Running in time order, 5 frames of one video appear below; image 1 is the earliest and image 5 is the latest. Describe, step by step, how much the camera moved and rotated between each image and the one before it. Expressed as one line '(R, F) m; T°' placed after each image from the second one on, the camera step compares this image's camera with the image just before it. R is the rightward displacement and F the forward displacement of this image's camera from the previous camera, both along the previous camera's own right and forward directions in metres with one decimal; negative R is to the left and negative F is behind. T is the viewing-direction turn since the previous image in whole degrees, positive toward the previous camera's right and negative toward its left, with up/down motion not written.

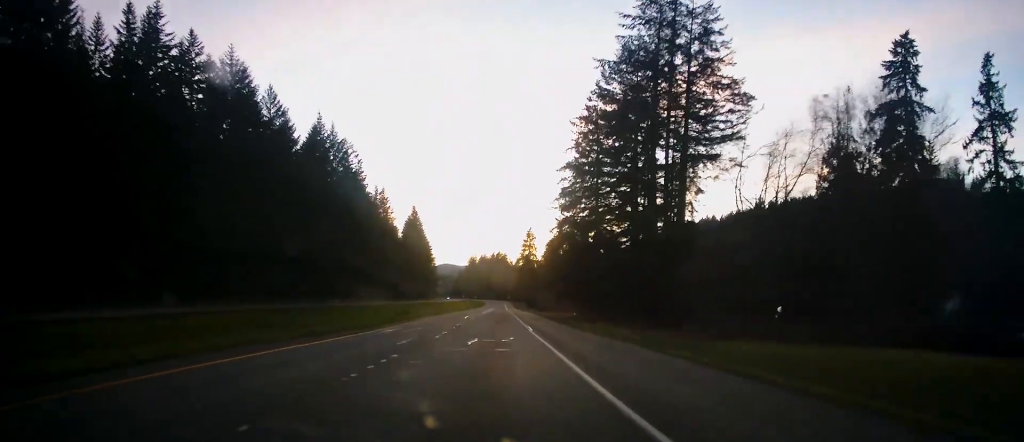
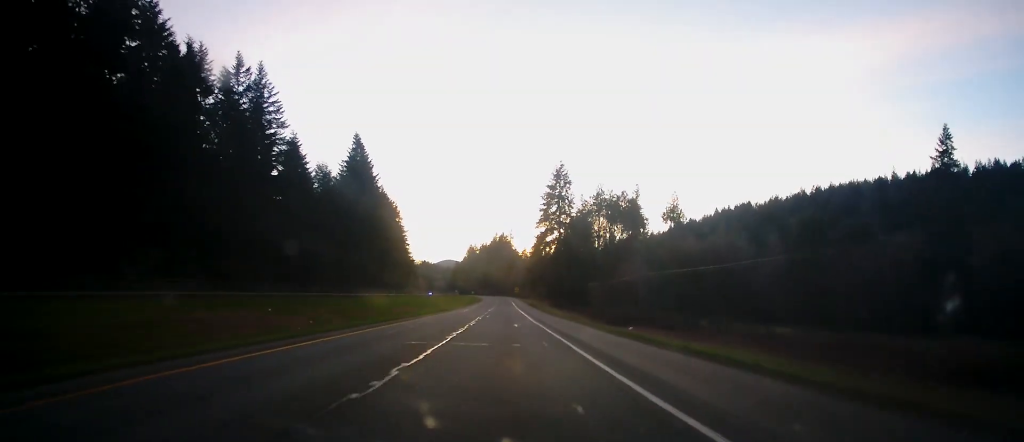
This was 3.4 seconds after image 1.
(-2.1, +100.5) m; -2°
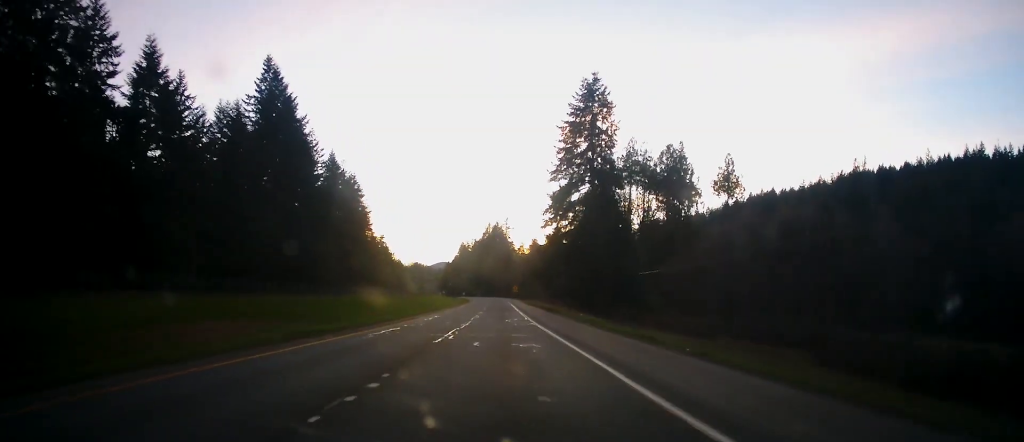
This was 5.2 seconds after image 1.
(+0.7, +51.1) m; +2°
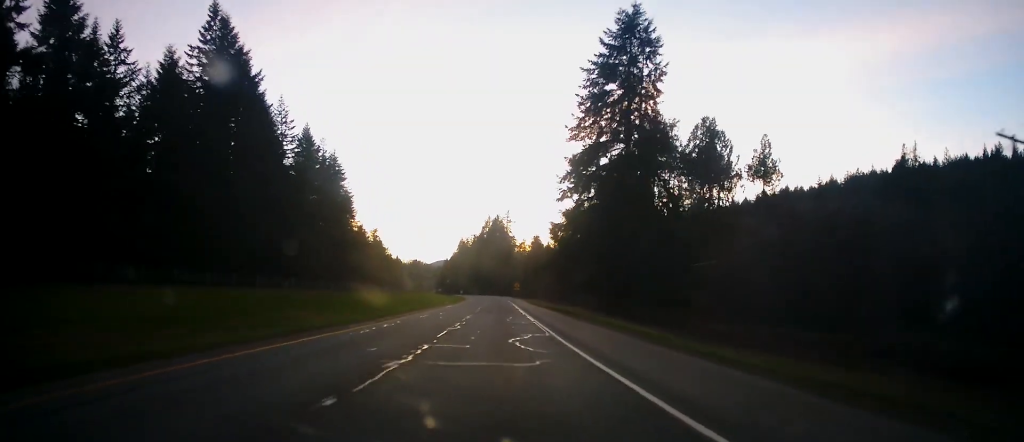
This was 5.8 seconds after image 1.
(0.0, +19.6) m; 0°
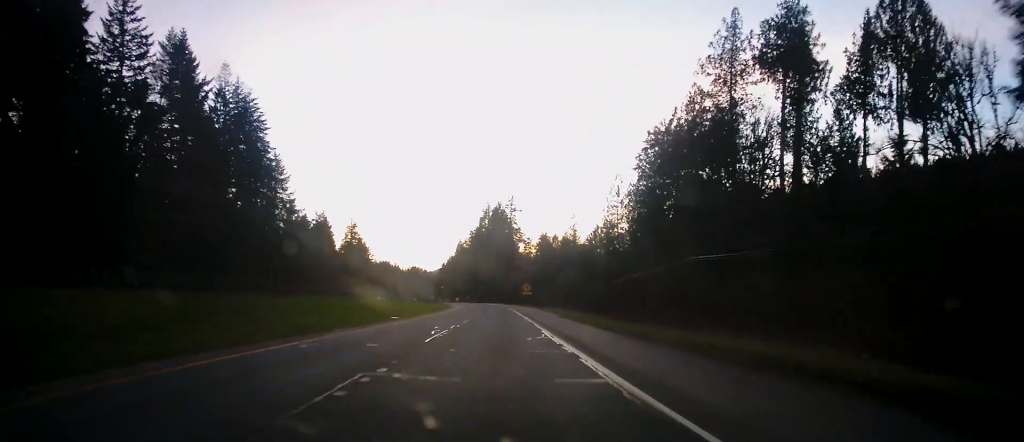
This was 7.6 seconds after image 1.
(-0.1, +52.1) m; -1°
